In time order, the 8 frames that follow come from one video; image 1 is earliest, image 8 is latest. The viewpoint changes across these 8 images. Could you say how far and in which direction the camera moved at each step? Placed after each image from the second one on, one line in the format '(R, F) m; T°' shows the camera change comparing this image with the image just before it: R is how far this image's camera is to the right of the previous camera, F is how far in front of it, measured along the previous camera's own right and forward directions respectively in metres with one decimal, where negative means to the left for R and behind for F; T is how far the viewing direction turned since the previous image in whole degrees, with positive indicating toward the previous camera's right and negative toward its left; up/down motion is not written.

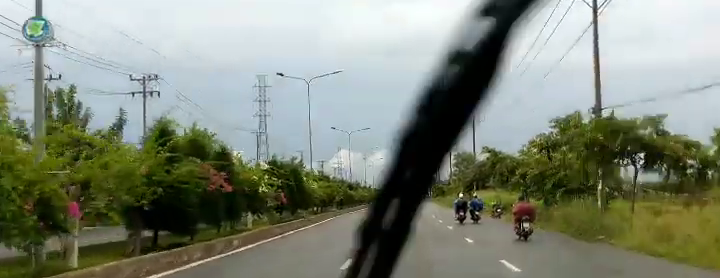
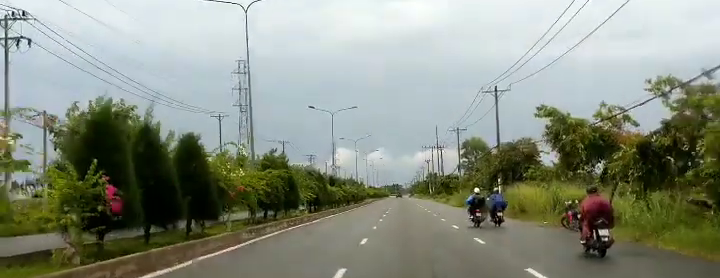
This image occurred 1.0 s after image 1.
(0.0, +20.3) m; 0°
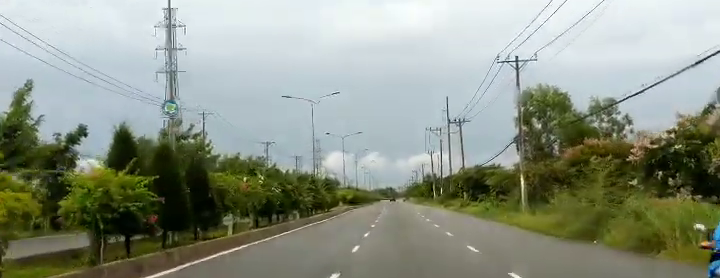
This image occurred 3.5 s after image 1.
(-0.6, +49.8) m; 0°
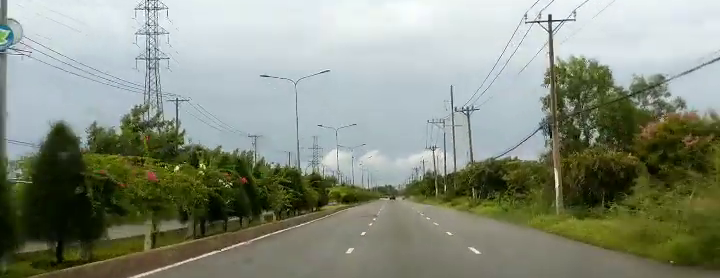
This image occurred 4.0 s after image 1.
(+0.4, +9.6) m; 0°
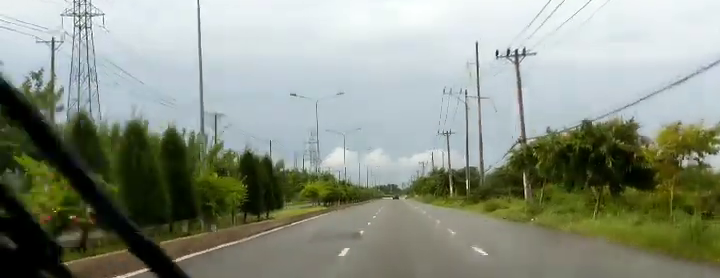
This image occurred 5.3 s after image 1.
(-0.1, +27.0) m; 0°
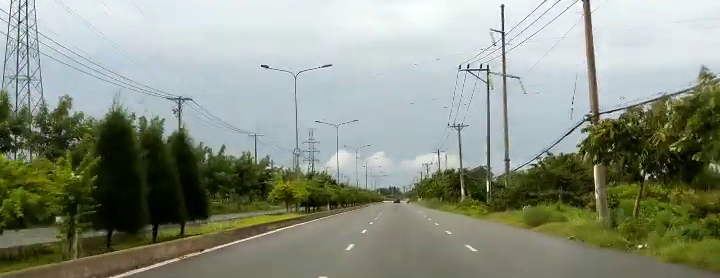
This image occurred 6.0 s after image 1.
(+0.3, +15.6) m; 0°
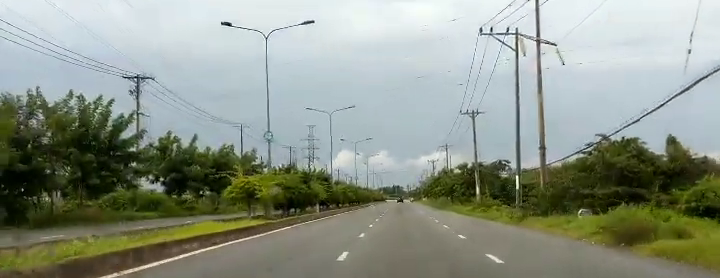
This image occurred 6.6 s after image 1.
(+0.2, +12.8) m; -1°
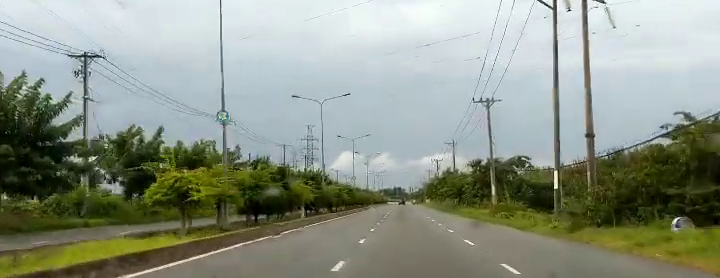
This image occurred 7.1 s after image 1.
(-0.4, +10.6) m; -1°
